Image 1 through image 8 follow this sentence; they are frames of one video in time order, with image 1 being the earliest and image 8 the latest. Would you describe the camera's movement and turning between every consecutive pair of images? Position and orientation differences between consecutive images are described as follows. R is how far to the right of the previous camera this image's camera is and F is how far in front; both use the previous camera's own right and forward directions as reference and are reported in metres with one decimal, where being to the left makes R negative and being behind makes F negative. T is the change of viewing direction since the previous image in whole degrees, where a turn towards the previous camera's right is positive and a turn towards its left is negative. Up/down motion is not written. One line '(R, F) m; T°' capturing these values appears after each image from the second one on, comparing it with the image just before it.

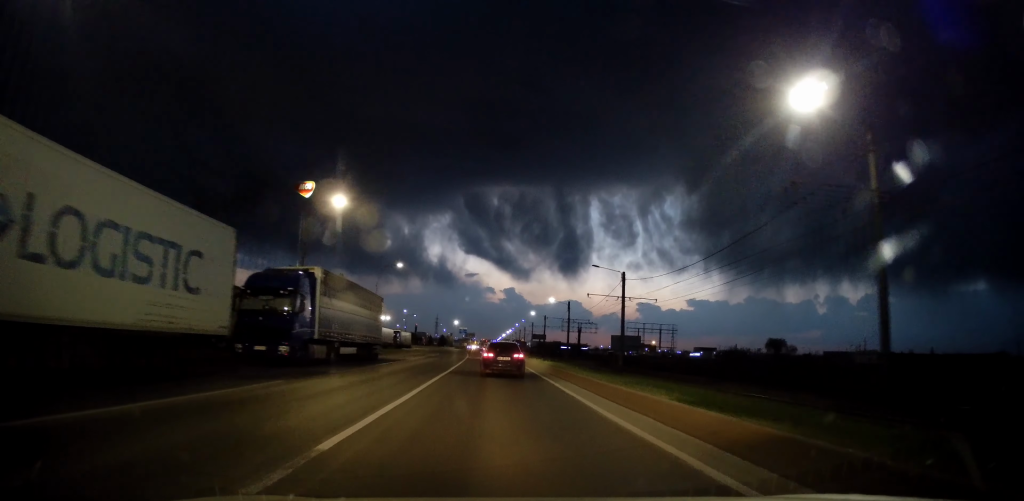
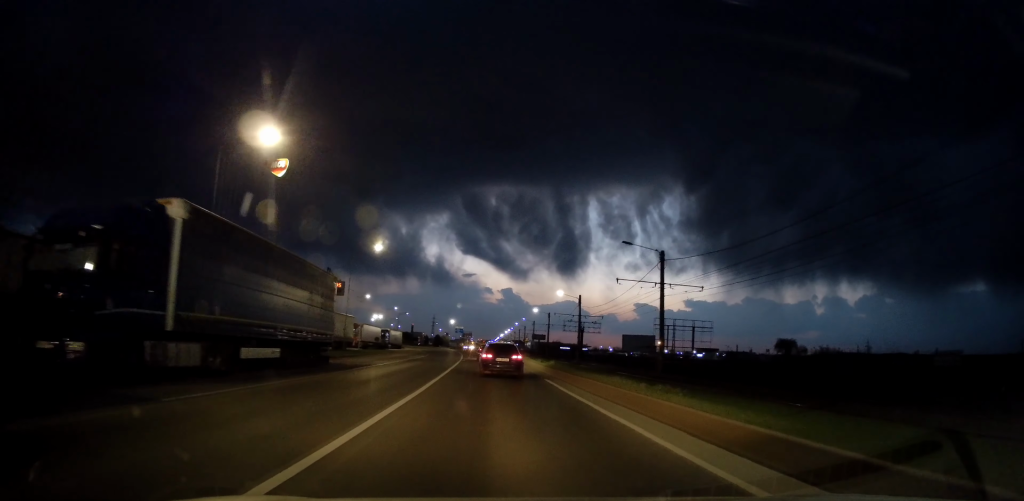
(0.0, +11.1) m; 0°
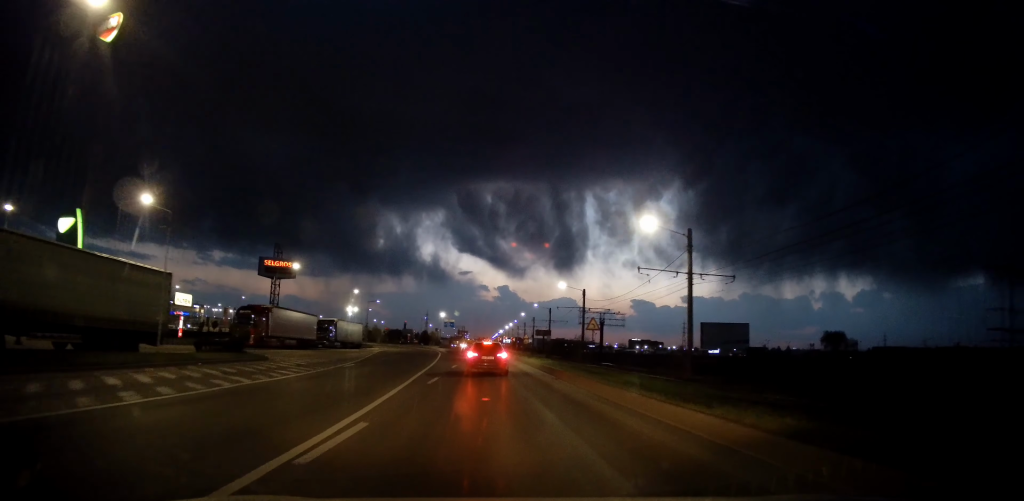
(-0.7, +38.3) m; -1°
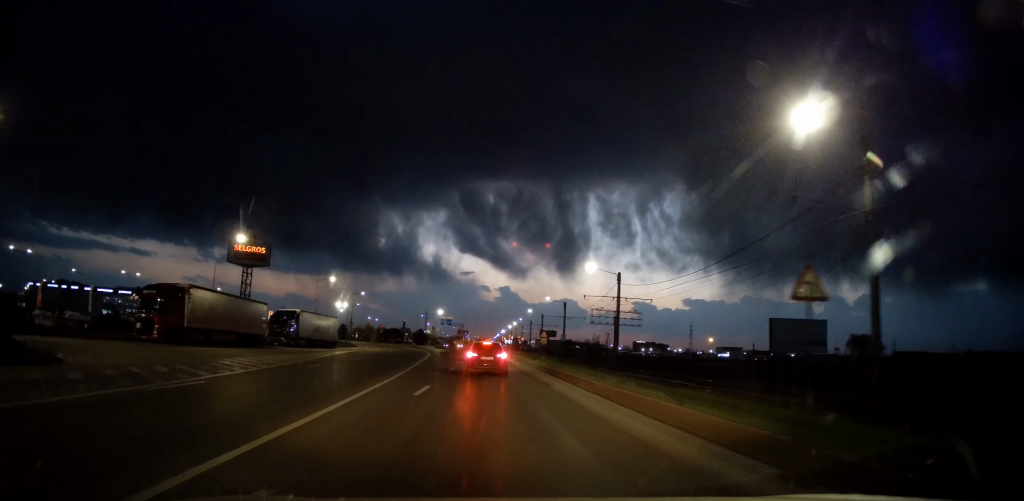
(-0.3, +15.8) m; 0°
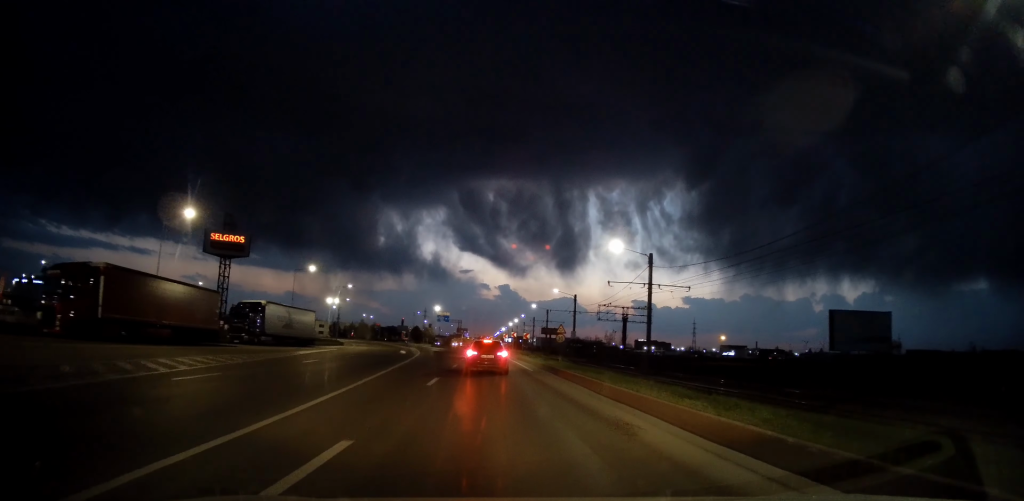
(+0.2, +9.2) m; 0°
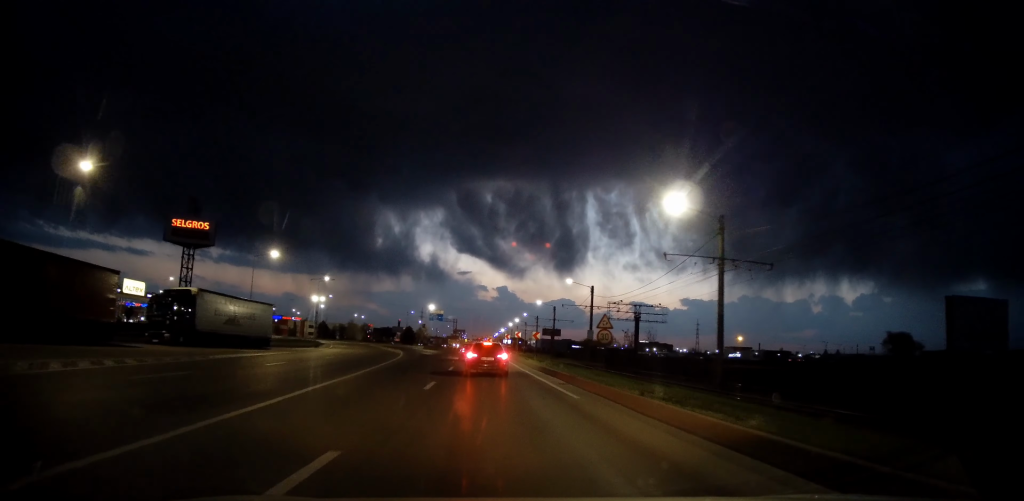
(0.0, +12.5) m; +1°
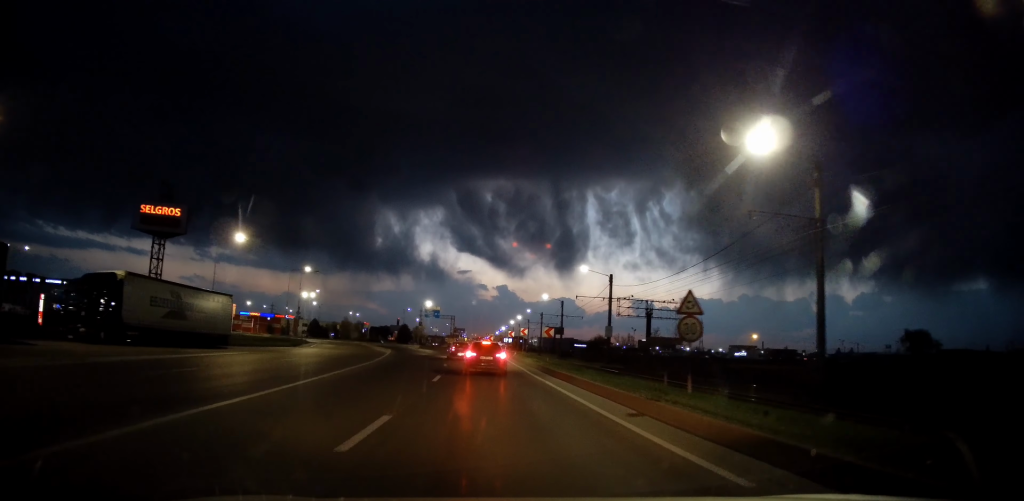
(-0.2, +8.8) m; 0°
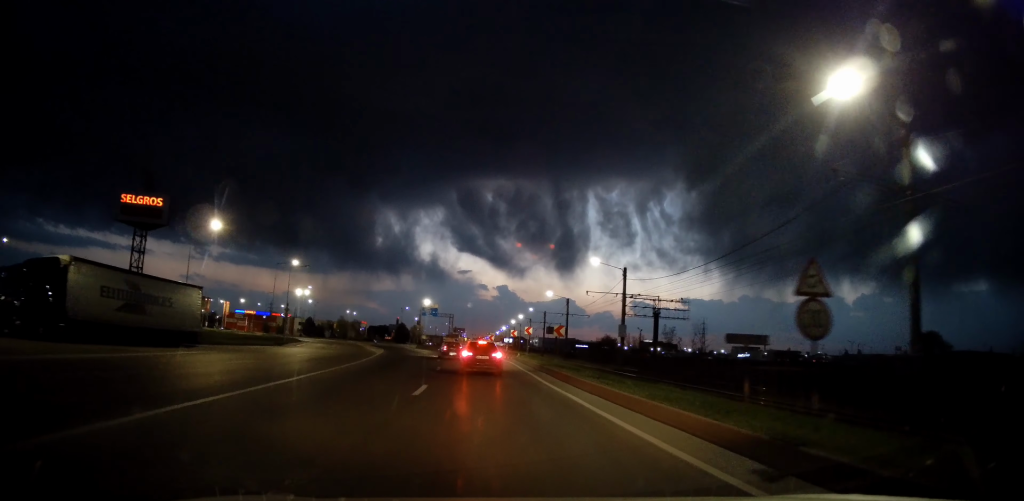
(+0.2, +4.9) m; 0°
